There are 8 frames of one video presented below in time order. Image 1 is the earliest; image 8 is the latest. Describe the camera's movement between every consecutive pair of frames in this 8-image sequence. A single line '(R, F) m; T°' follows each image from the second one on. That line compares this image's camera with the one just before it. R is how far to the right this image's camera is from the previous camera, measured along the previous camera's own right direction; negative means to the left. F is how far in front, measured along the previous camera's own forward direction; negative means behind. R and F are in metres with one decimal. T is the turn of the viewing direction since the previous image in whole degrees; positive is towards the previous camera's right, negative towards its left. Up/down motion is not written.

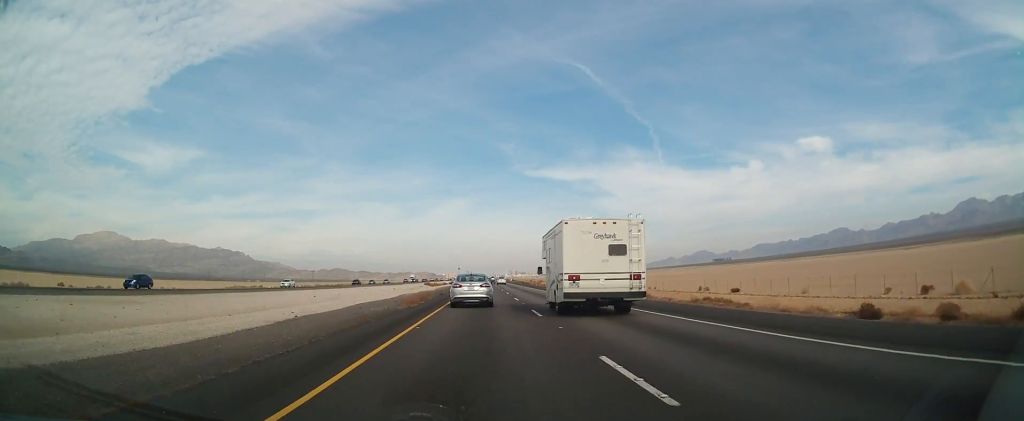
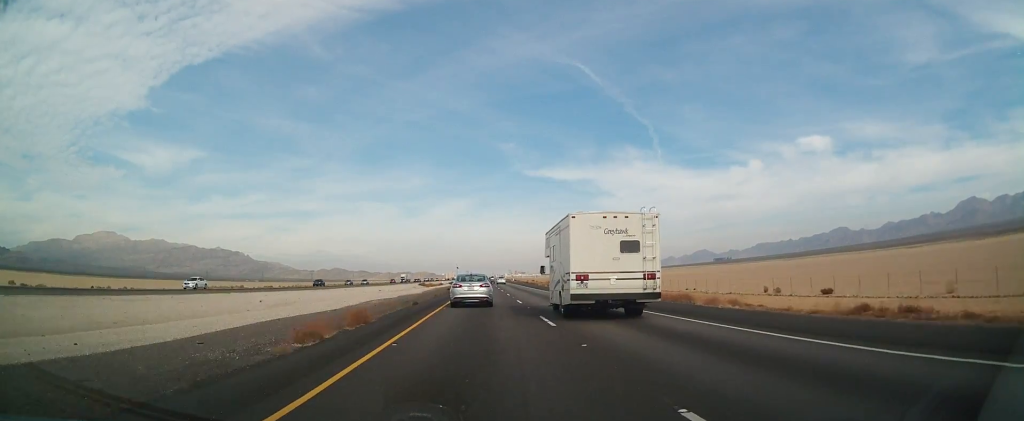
(0.0, +18.8) m; 0°
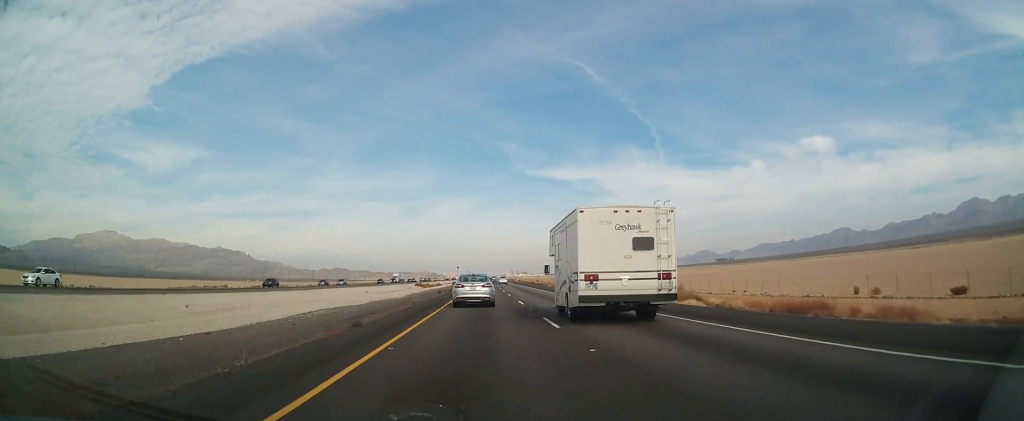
(0.0, +15.4) m; 0°
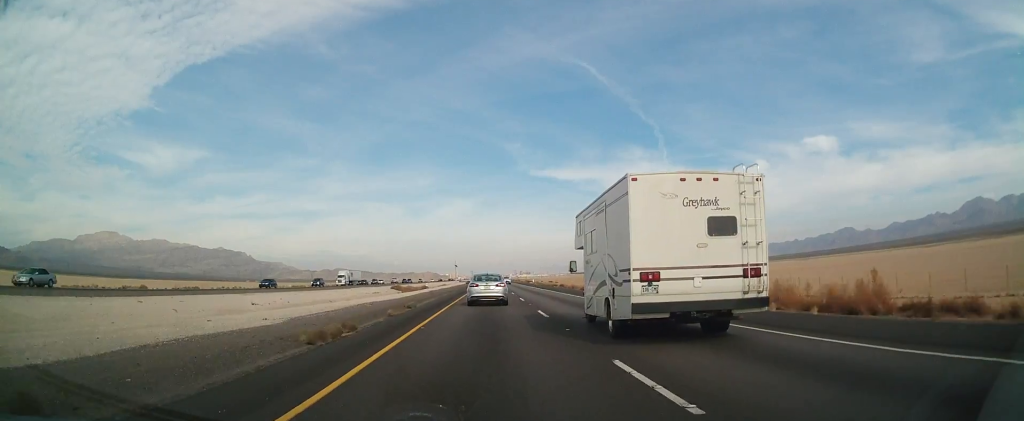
(0.0, +53.8) m; 0°
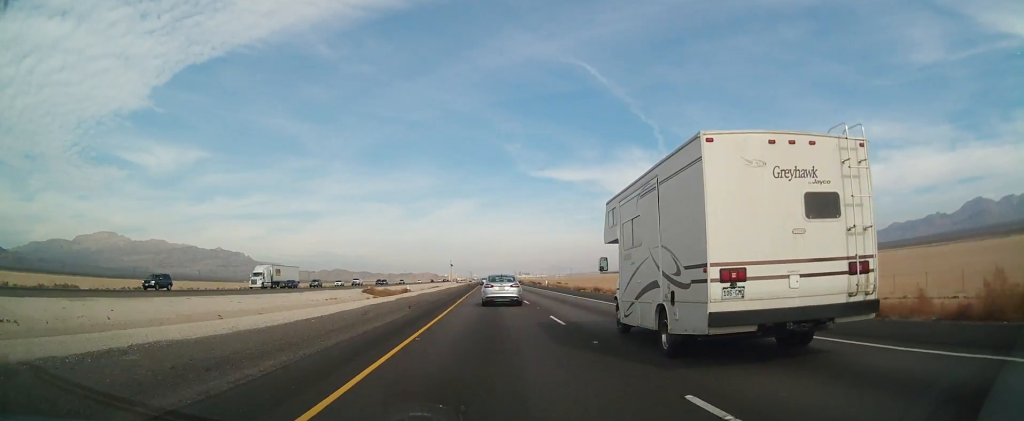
(0.0, +31.9) m; 0°
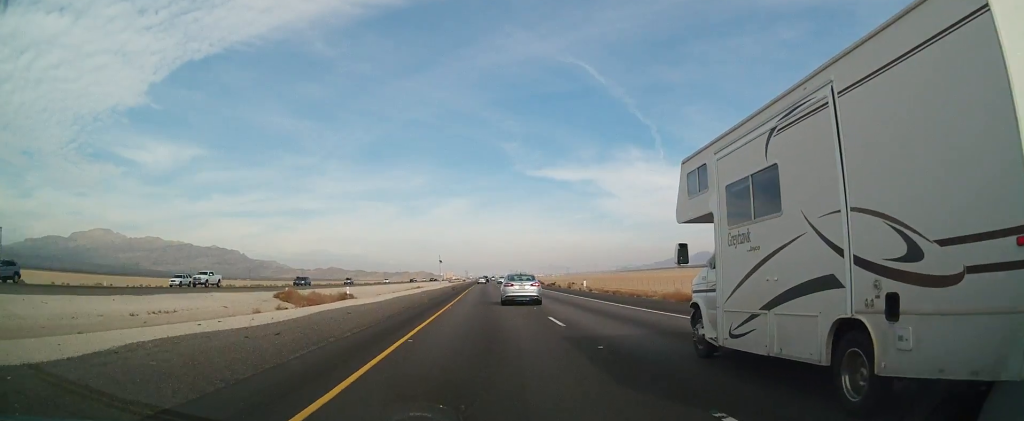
(0.0, +44.0) m; 0°
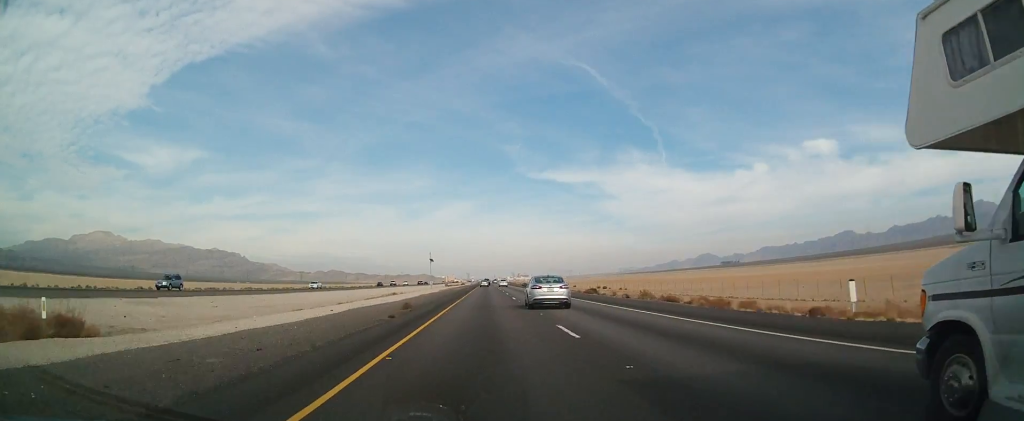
(0.0, +45.5) m; 0°
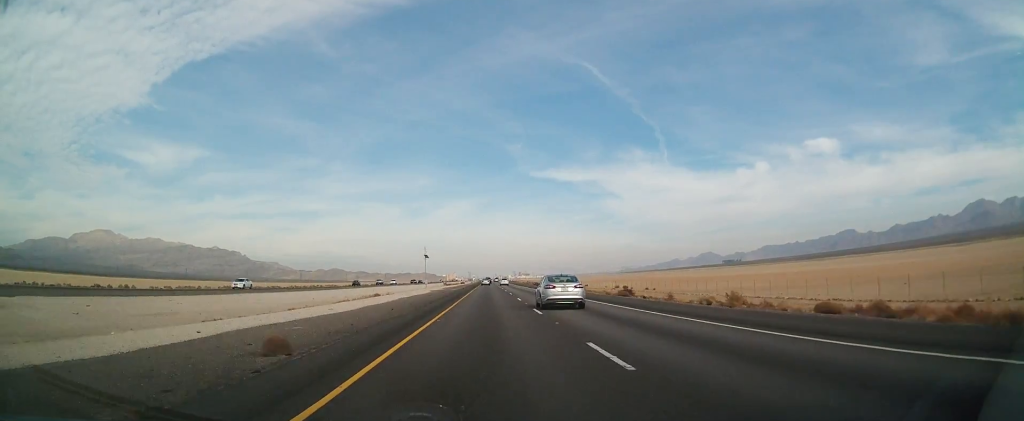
(-0.1, +19.1) m; 0°
